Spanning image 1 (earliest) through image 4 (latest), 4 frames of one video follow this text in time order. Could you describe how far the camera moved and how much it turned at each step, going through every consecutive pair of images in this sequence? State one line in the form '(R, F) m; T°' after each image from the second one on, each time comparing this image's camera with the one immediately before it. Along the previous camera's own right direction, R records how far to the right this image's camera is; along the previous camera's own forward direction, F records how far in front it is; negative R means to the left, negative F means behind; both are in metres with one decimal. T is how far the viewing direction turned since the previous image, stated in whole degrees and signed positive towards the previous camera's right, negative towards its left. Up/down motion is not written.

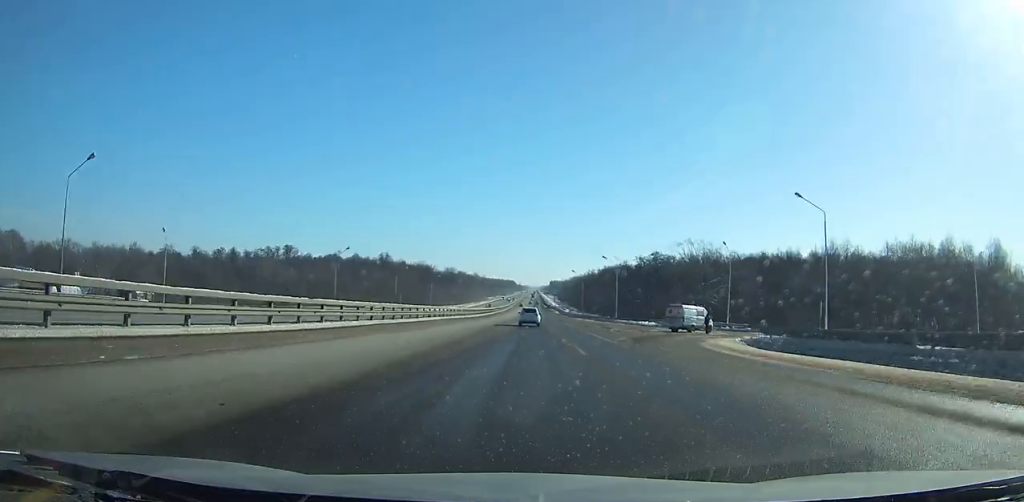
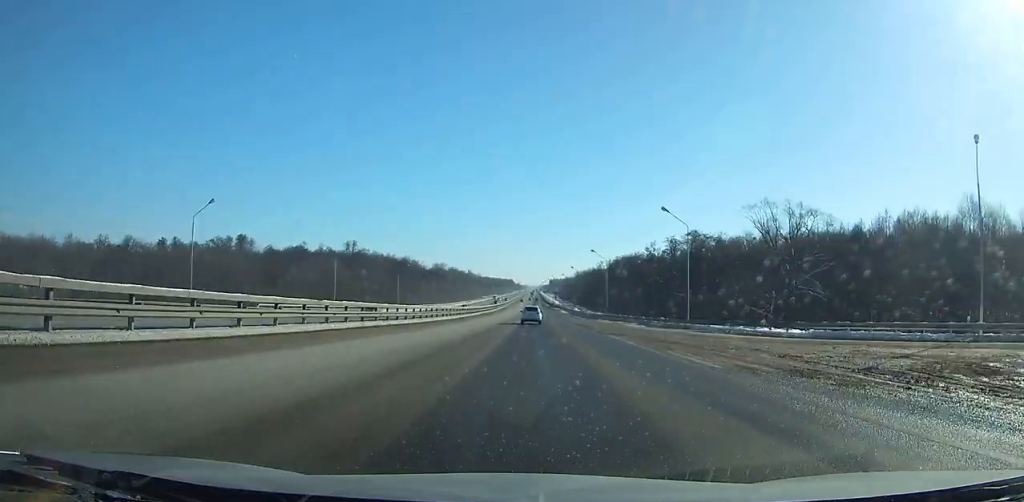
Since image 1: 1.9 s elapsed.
(+0.3, +42.0) m; 0°
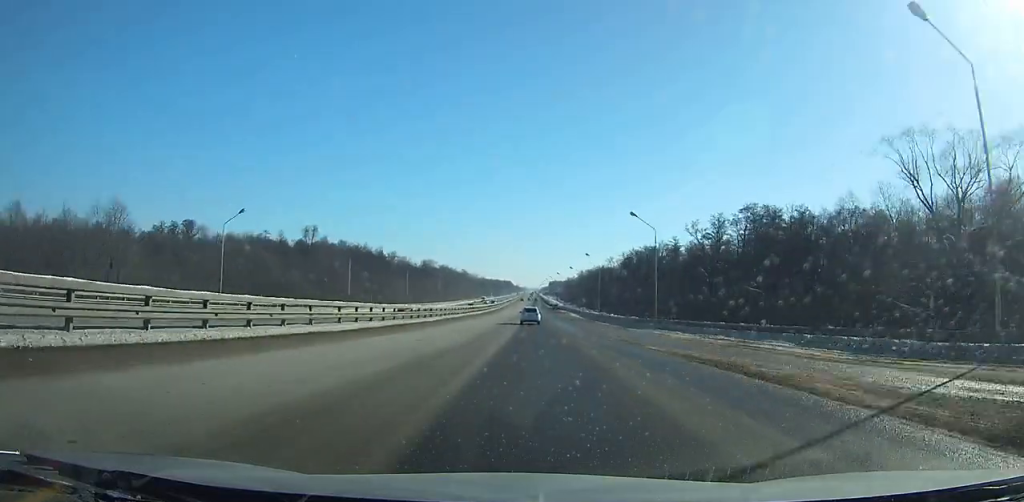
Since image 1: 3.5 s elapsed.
(-0.1, +35.6) m; 0°
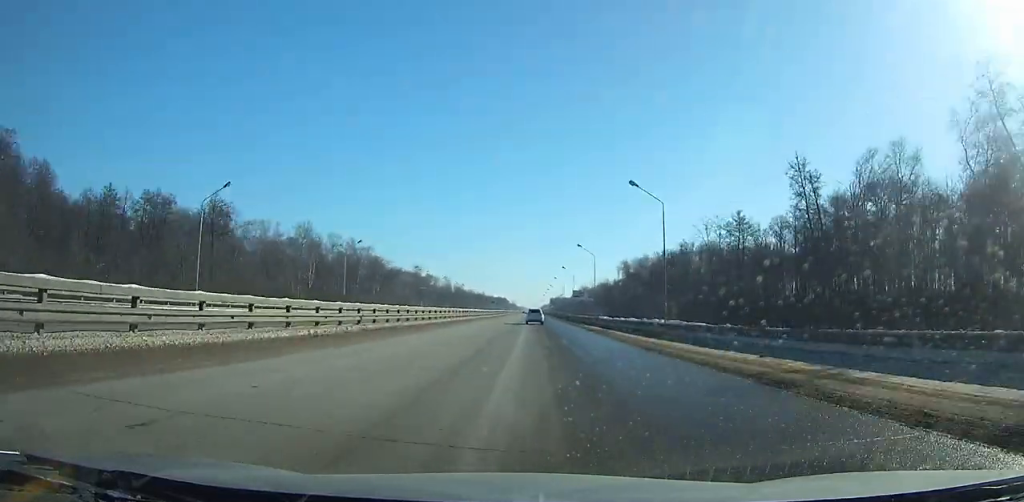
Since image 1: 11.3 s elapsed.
(+0.6, +173.6) m; 0°
